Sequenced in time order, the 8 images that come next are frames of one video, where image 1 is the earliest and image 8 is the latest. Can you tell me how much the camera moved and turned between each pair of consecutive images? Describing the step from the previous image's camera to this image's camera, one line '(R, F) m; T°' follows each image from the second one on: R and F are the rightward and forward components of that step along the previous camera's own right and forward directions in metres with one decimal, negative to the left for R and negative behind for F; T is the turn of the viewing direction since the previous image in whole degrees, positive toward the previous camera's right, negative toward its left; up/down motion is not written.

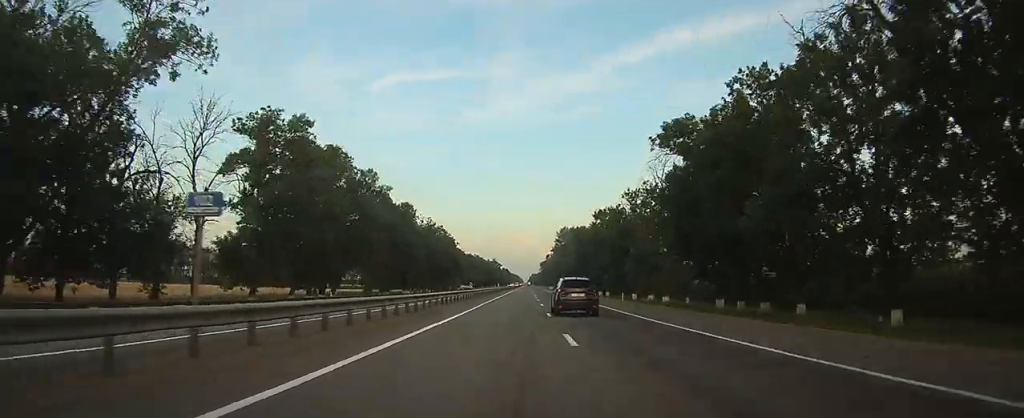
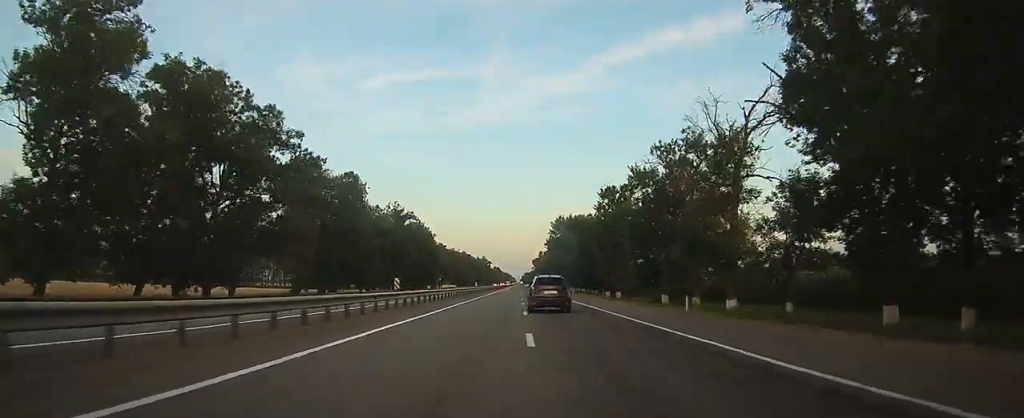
(+0.3, +24.7) m; +1°
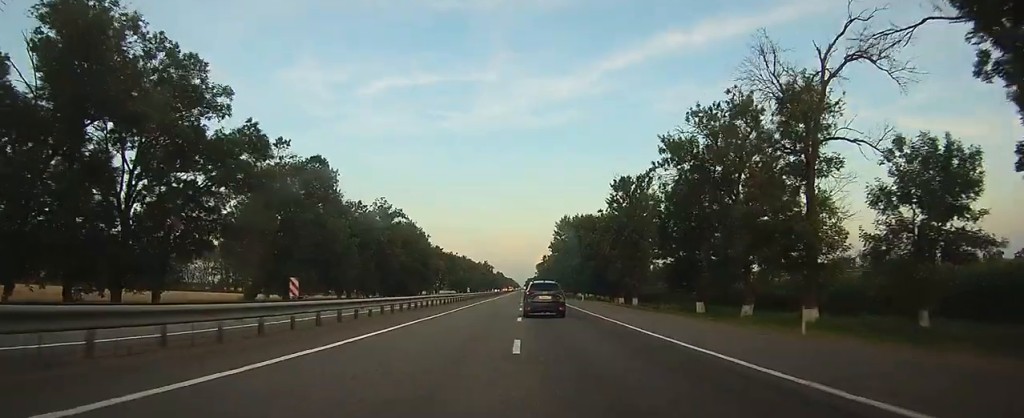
(0.0, +11.9) m; 0°
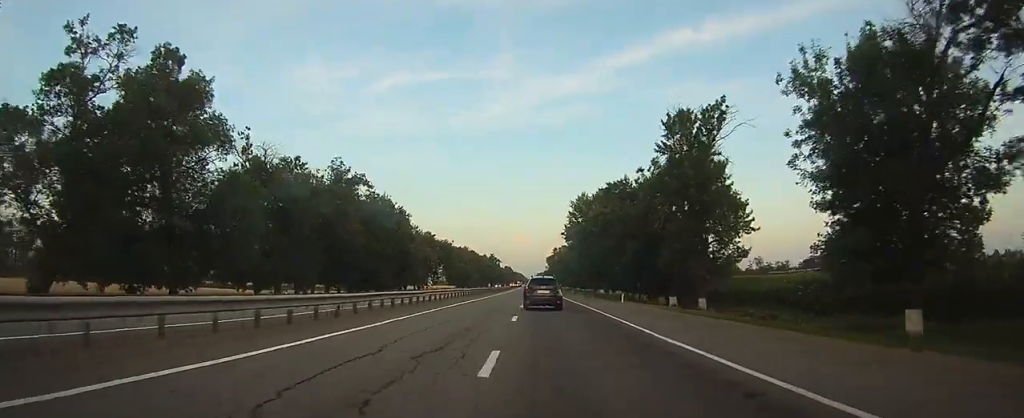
(+0.1, +27.4) m; 0°
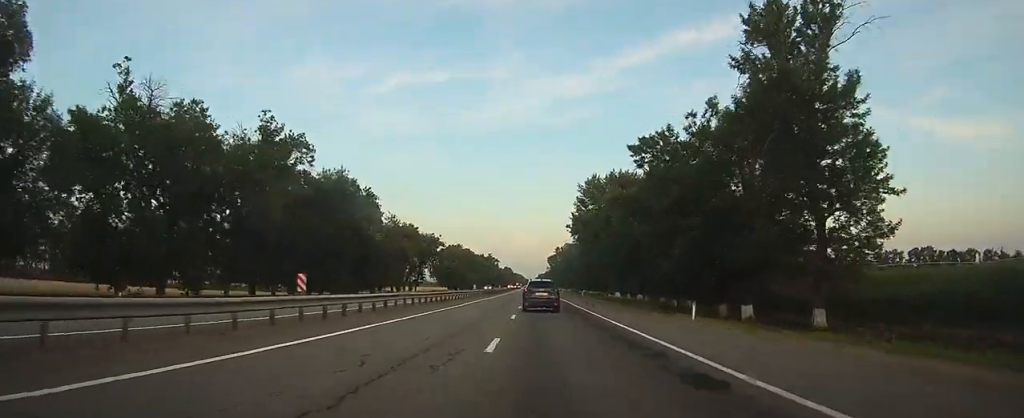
(0.0, +20.6) m; 0°
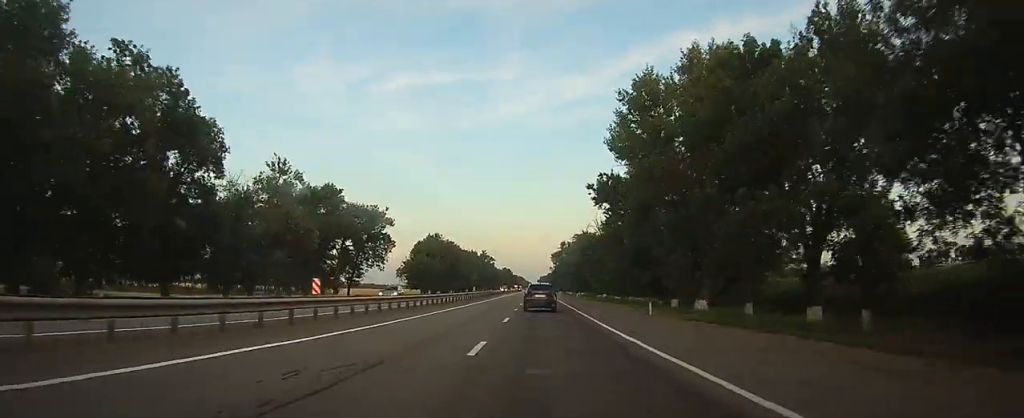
(-0.3, +47.3) m; -1°
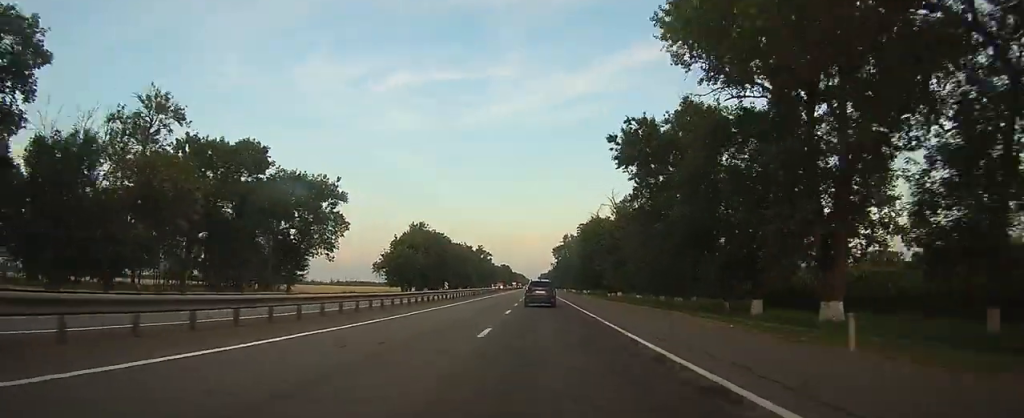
(-0.1, +20.7) m; 0°
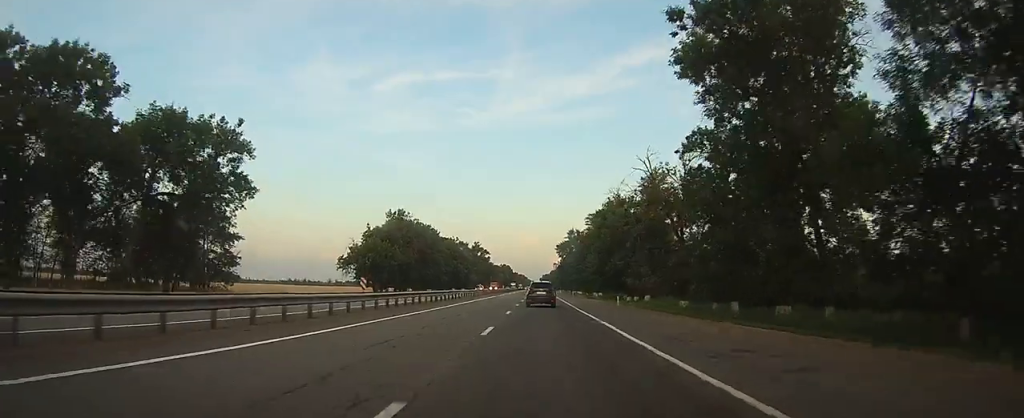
(0.0, +22.6) m; 0°
